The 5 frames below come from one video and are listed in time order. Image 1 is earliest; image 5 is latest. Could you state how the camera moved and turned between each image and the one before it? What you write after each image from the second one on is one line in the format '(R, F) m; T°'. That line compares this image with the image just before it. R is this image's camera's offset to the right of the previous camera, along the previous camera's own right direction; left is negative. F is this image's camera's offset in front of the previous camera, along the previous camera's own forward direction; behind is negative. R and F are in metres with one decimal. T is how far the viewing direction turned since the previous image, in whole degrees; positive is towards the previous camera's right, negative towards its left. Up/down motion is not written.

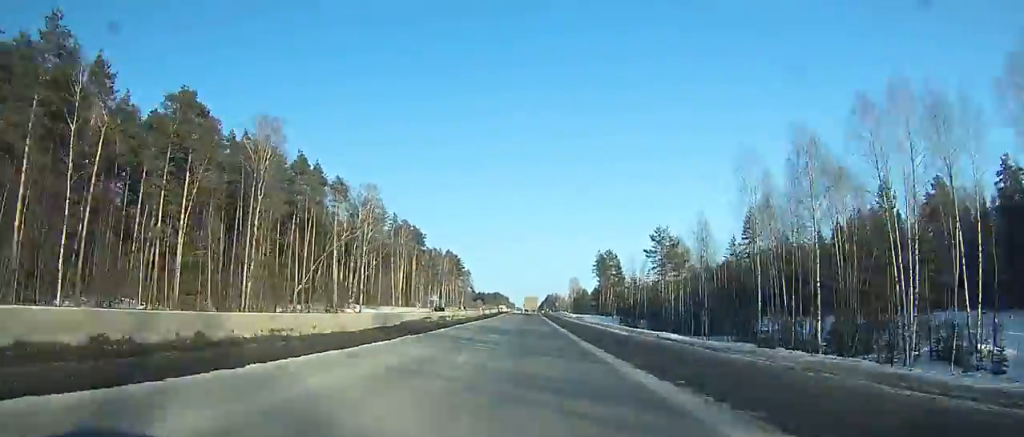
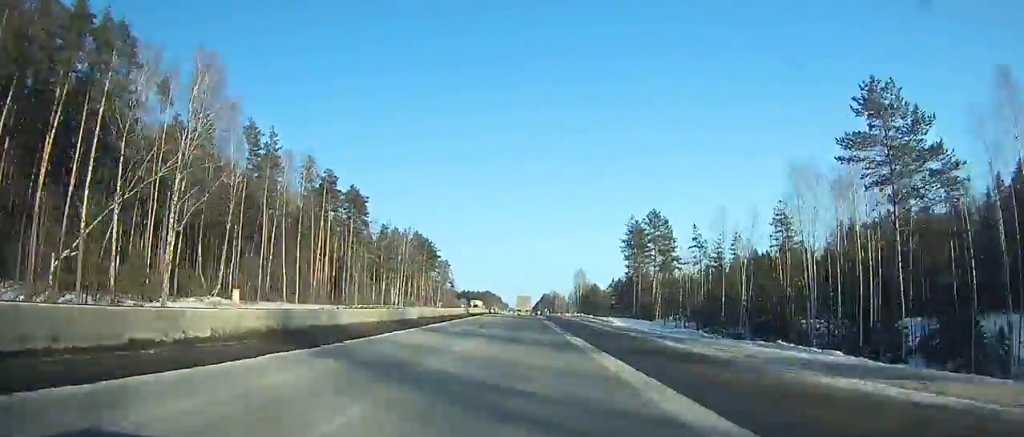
(+0.2, +71.2) m; 0°
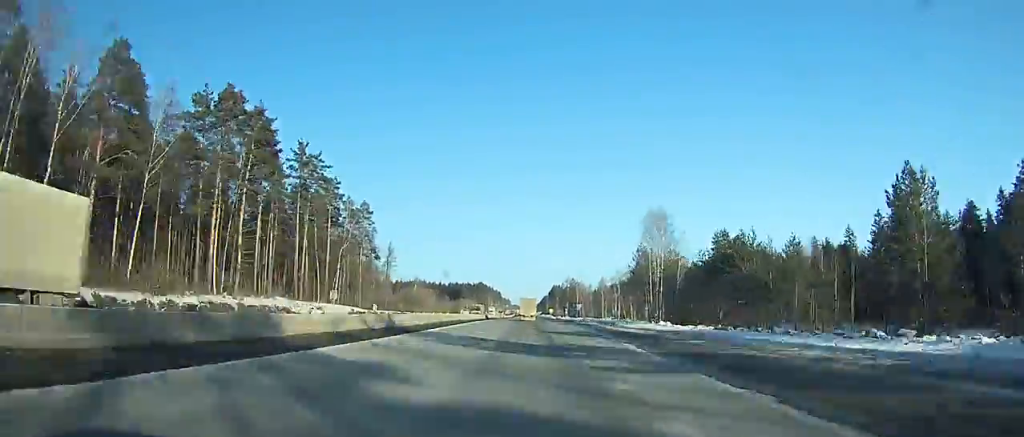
(-0.3, +146.5) m; 0°
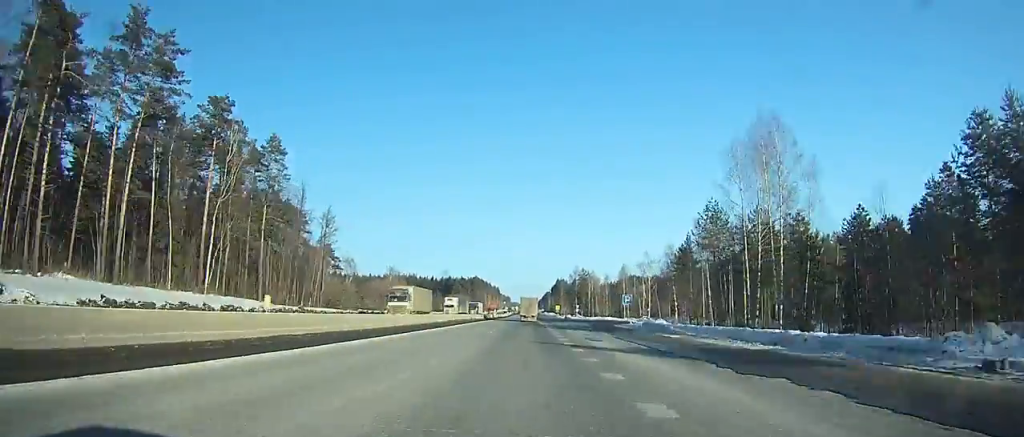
(0.0, +49.2) m; 0°
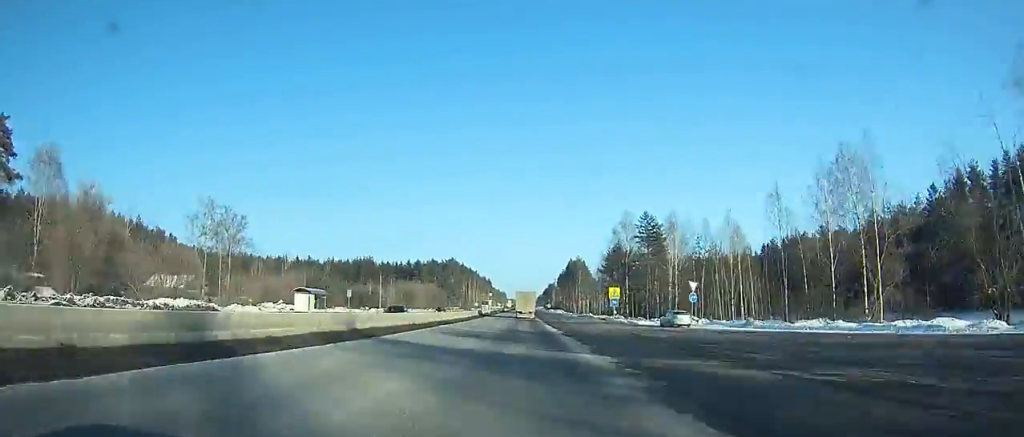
(0.0, +132.9) m; -1°
